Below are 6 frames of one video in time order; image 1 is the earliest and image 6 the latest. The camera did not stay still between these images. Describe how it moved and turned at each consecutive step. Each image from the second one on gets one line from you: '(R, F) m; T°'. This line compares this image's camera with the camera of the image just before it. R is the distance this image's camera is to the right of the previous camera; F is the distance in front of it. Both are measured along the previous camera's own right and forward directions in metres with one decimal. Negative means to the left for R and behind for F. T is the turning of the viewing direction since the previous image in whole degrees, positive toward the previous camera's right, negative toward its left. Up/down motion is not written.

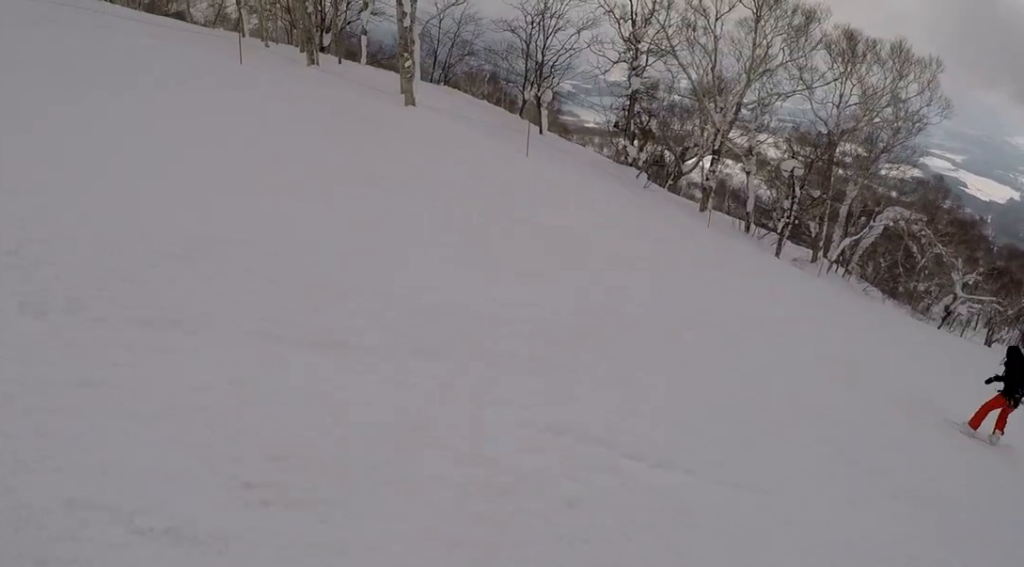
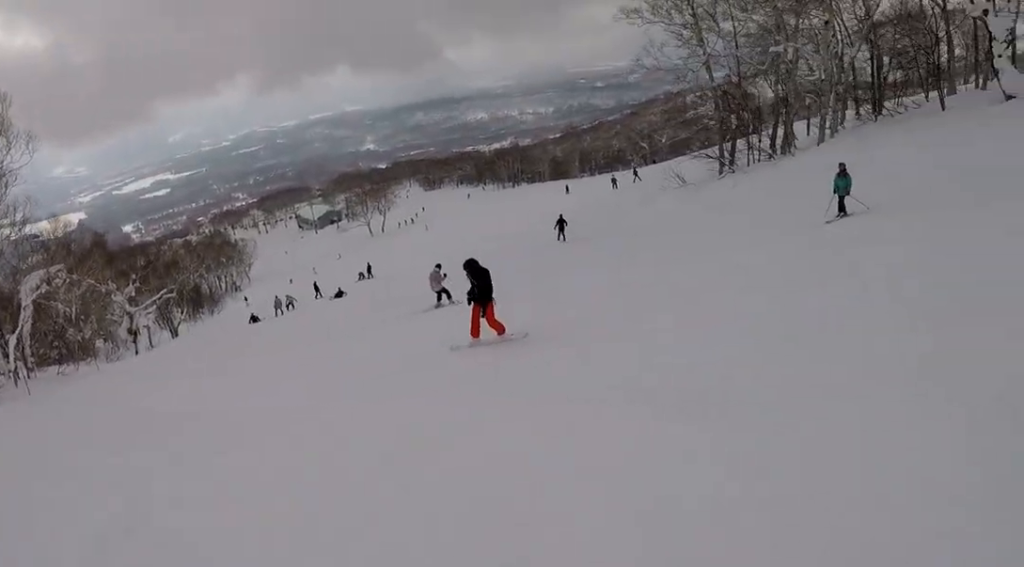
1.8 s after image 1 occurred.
(+0.9, +8.0) m; +32°
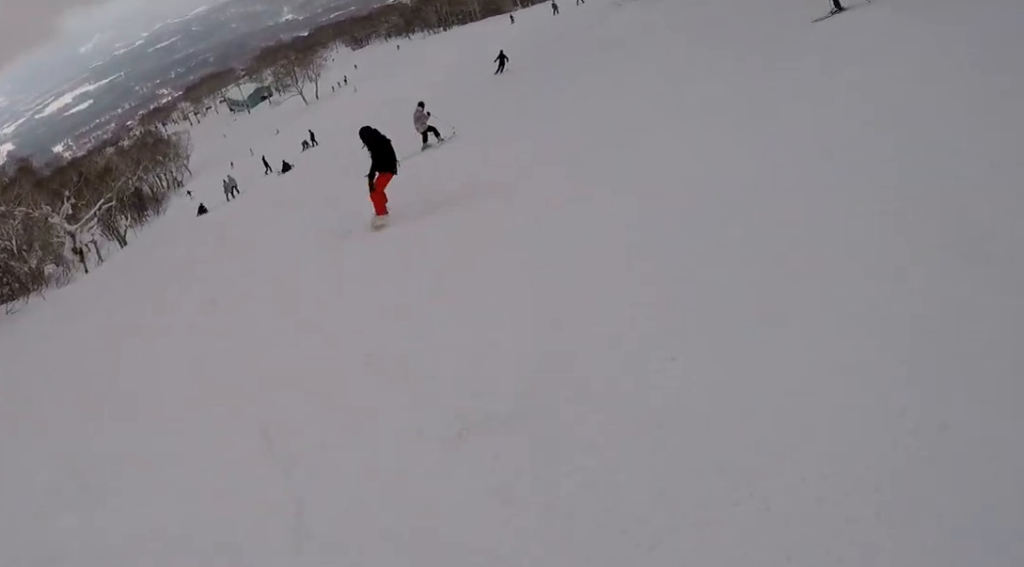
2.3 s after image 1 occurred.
(+0.2, +2.5) m; +20°
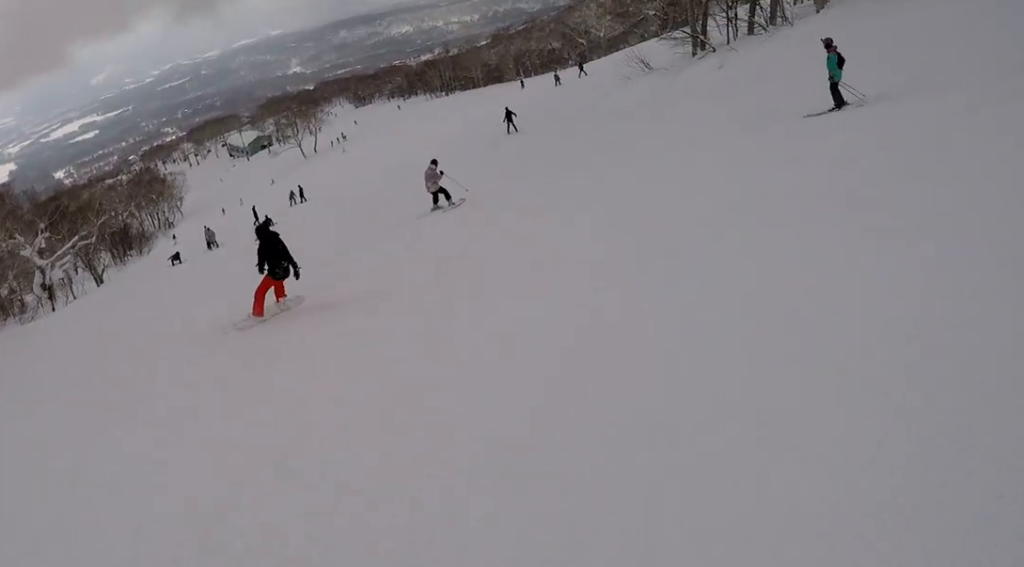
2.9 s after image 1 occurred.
(+0.4, +2.6) m; +25°
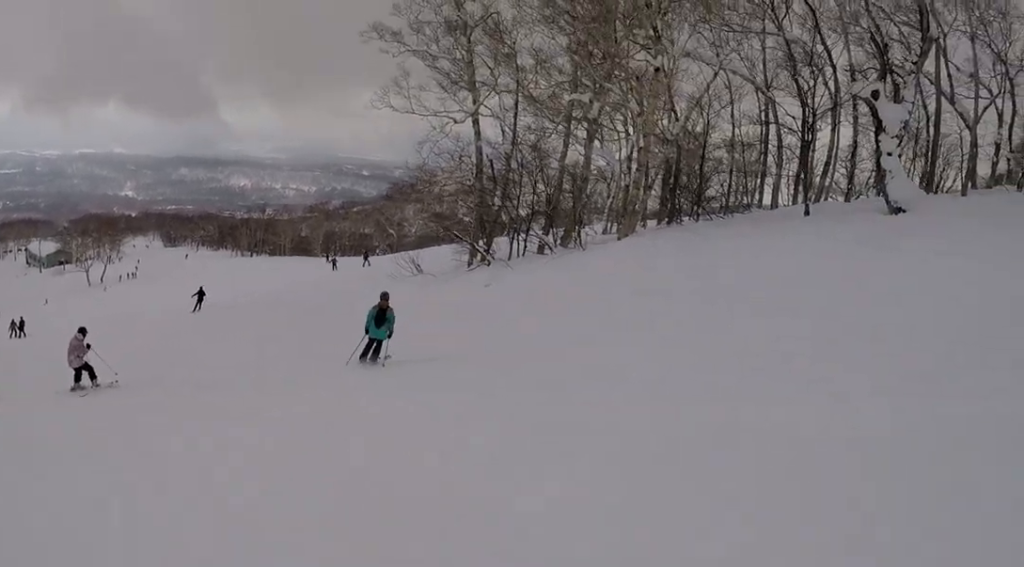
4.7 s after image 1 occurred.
(+4.5, +6.6) m; +31°
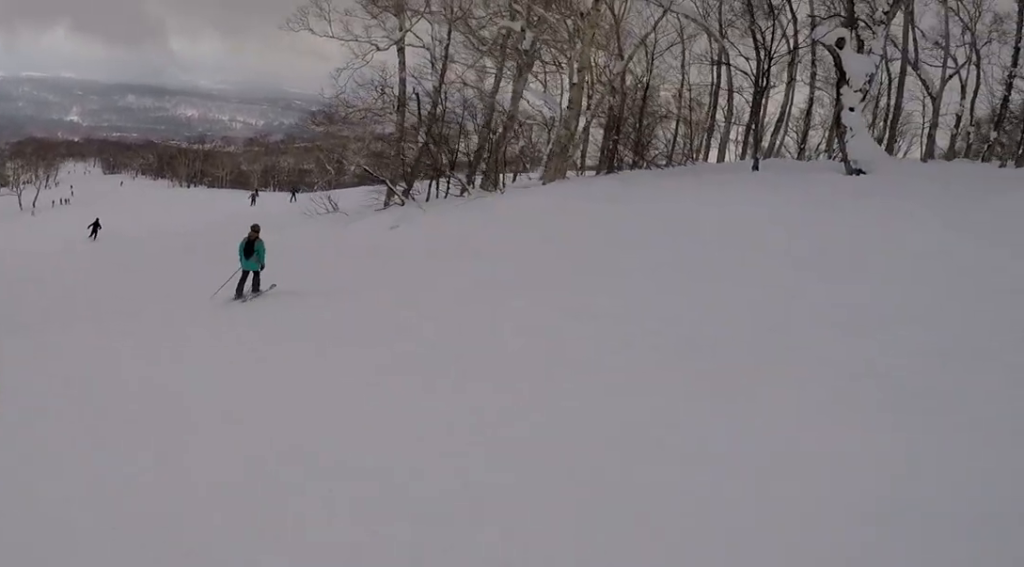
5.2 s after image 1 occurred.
(-0.7, +2.4) m; 0°
